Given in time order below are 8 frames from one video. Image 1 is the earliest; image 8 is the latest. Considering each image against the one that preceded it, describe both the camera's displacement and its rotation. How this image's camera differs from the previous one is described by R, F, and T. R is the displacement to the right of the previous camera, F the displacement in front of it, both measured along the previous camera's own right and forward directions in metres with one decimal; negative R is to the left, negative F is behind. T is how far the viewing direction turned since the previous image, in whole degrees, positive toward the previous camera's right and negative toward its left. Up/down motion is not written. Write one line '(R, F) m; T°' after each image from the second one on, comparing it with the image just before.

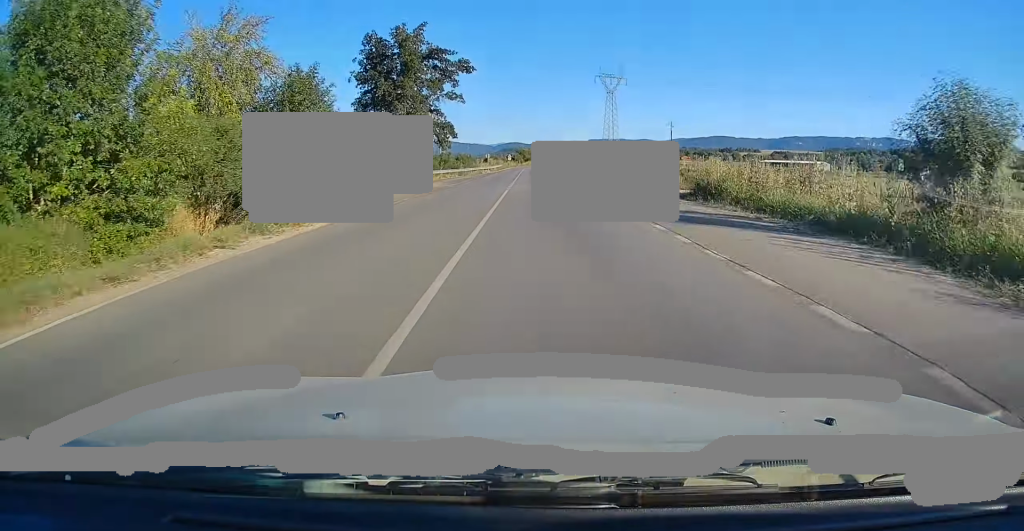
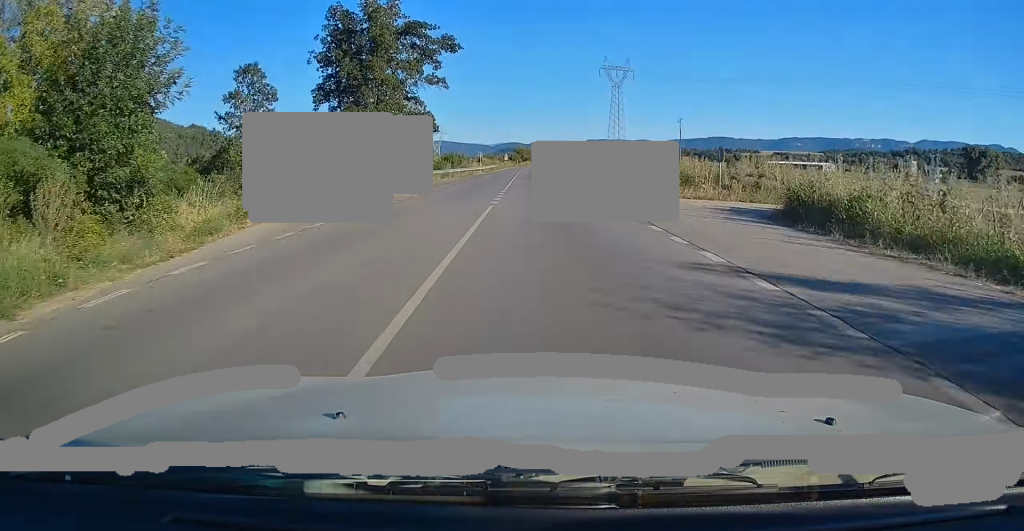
(0.0, +12.0) m; 0°
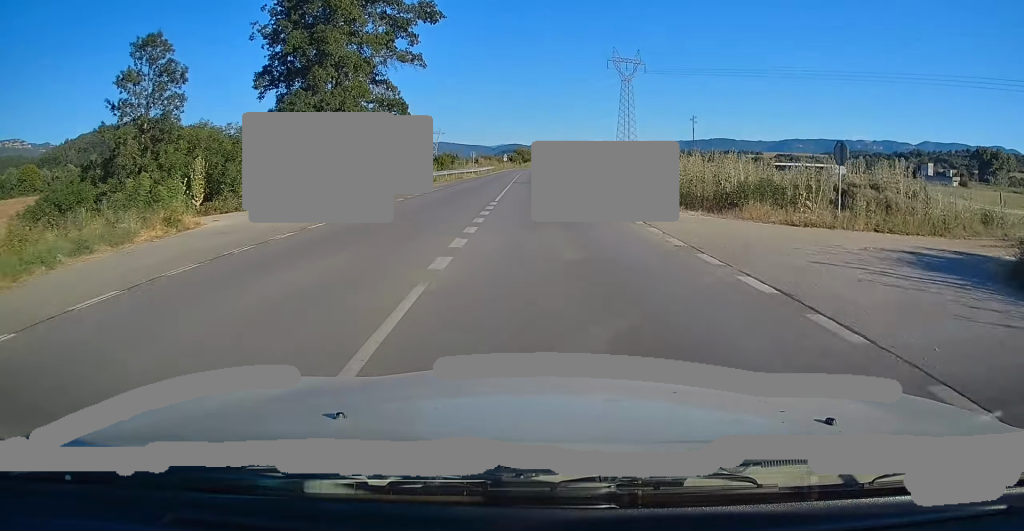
(+0.1, +11.9) m; +1°
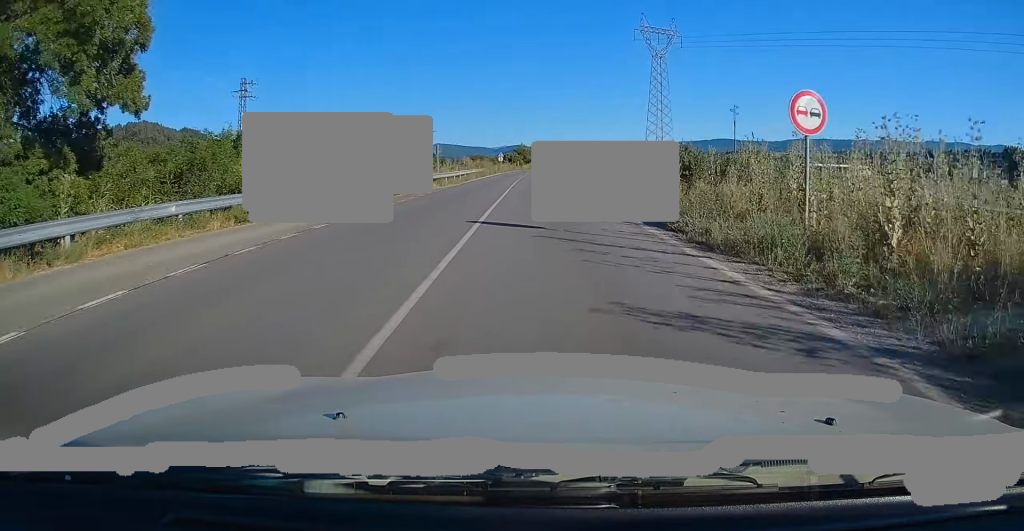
(+0.2, +29.0) m; 0°
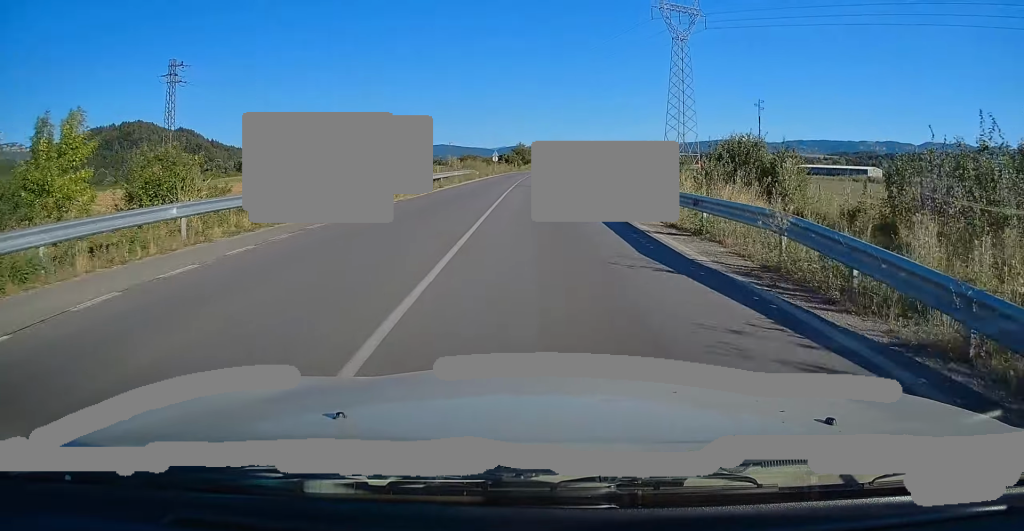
(-0.1, +13.8) m; -1°
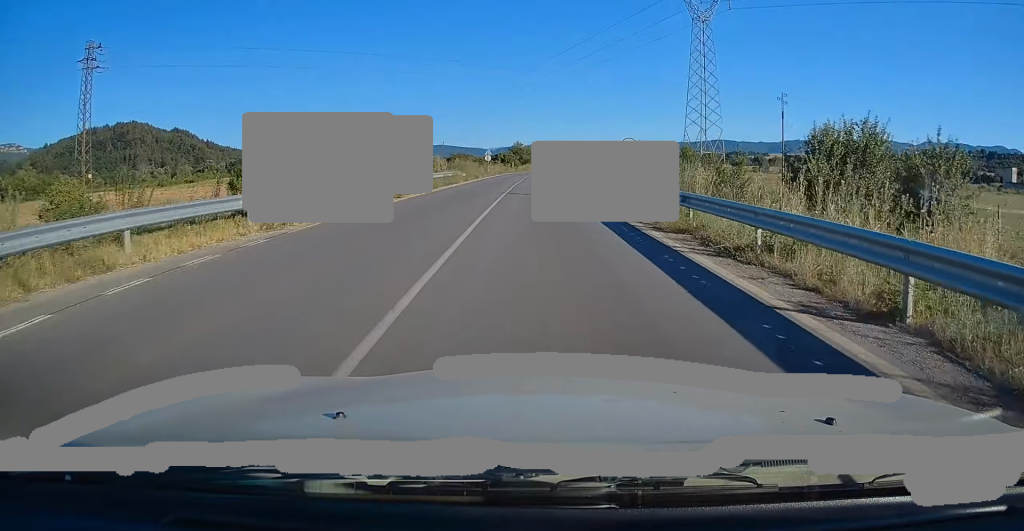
(-0.1, +11.0) m; 0°
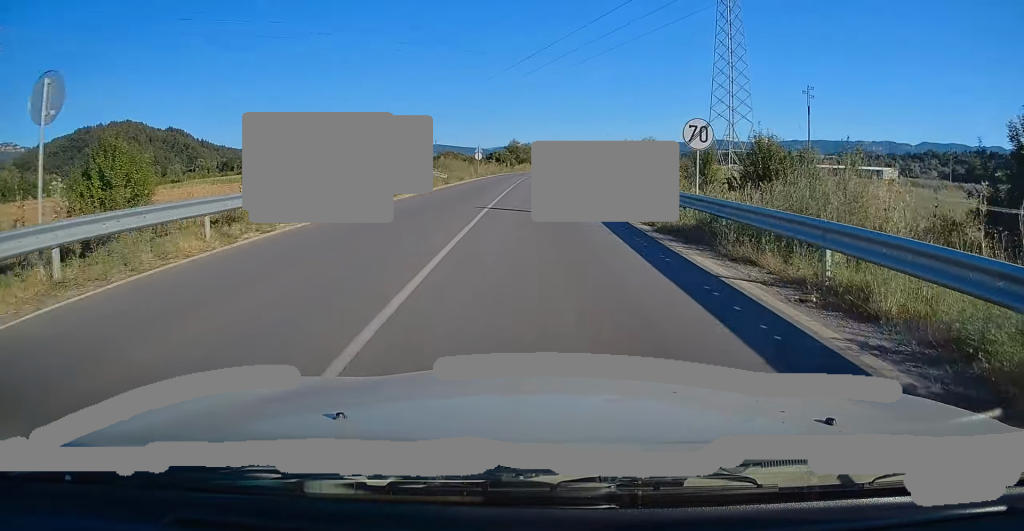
(-0.1, +10.3) m; 0°
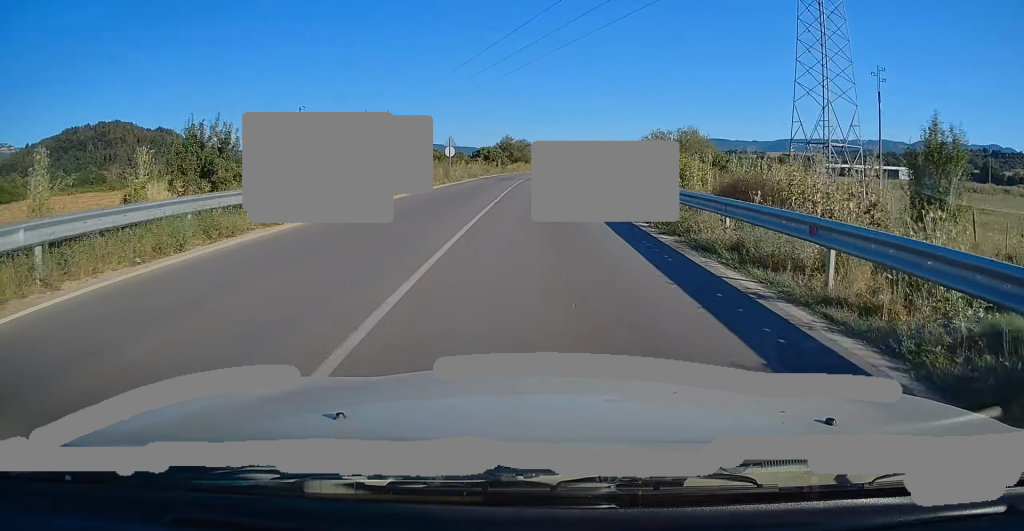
(+0.1, +20.0) m; 0°
